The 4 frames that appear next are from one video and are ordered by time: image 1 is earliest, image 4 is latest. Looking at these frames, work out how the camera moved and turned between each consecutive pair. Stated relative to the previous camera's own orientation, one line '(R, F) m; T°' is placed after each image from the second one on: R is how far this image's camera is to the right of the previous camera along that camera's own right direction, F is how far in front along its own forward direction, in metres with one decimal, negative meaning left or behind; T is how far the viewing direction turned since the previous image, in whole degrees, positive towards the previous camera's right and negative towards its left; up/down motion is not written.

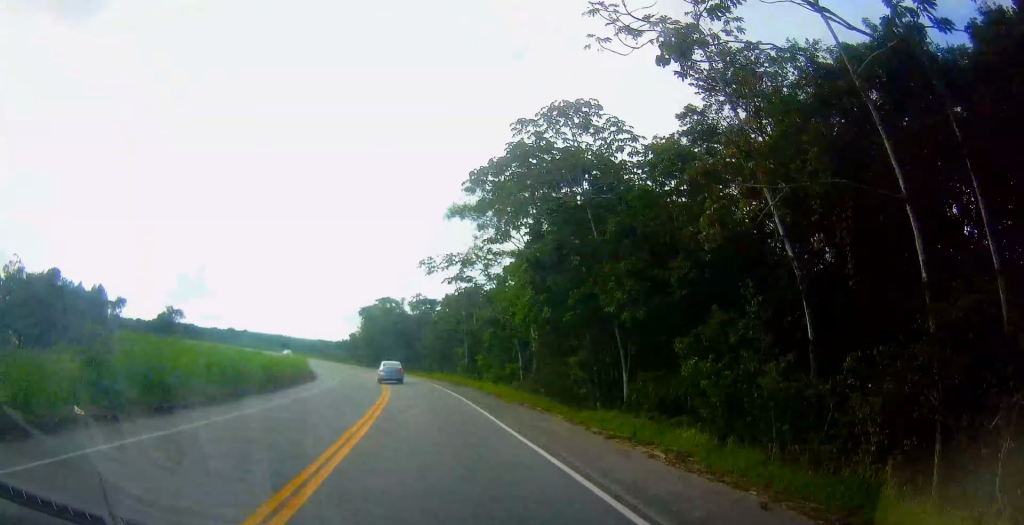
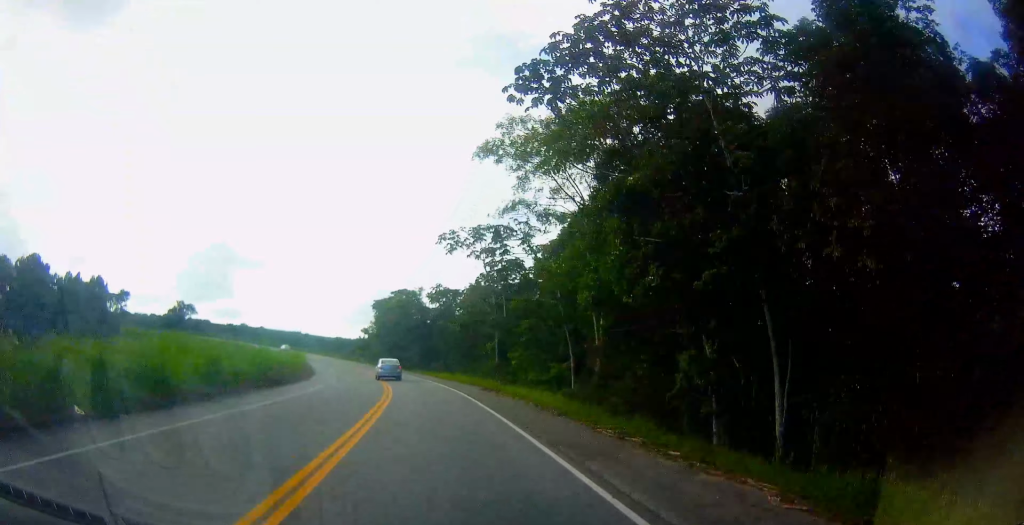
(0.0, +11.1) m; -1°
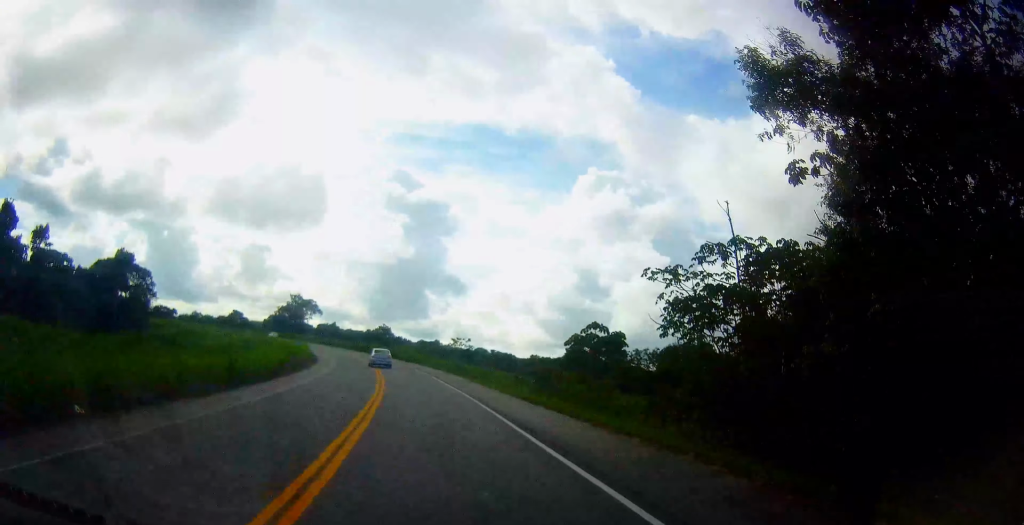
(-11.8, +93.7) m; -16°
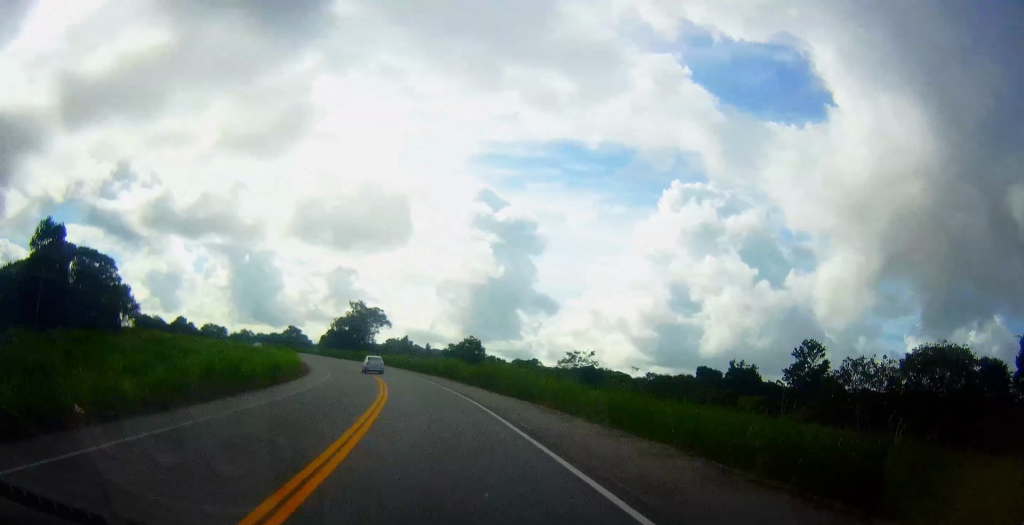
(-3.2, +45.0) m; -8°
